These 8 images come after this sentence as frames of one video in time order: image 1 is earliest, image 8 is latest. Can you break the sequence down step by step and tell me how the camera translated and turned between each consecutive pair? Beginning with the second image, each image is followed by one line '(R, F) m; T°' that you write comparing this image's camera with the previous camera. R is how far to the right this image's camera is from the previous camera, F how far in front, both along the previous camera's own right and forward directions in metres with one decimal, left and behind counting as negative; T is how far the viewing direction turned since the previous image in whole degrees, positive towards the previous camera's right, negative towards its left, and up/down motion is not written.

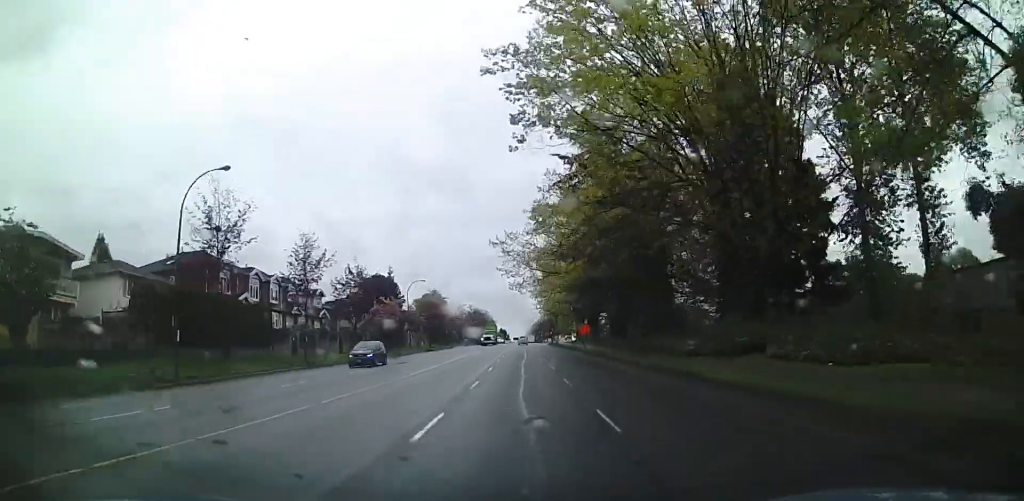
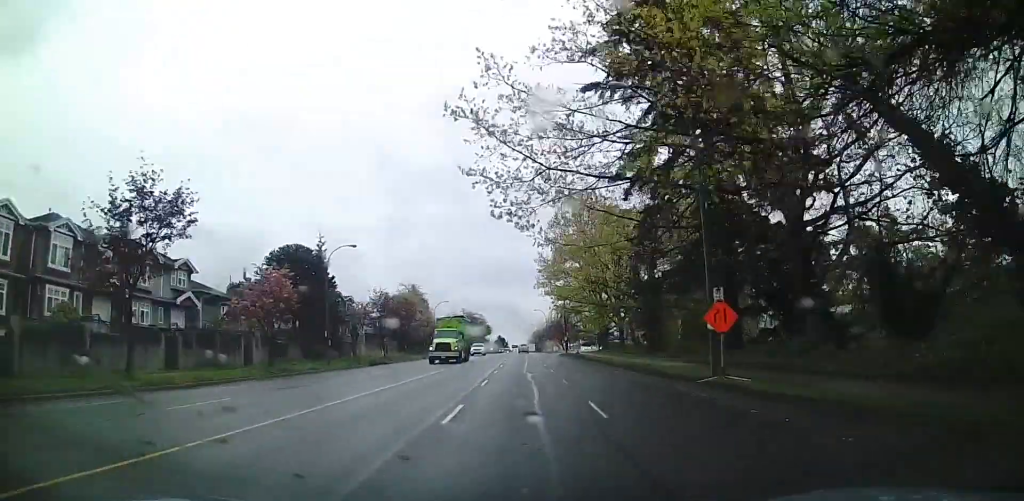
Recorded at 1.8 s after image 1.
(+0.9, +35.0) m; +3°
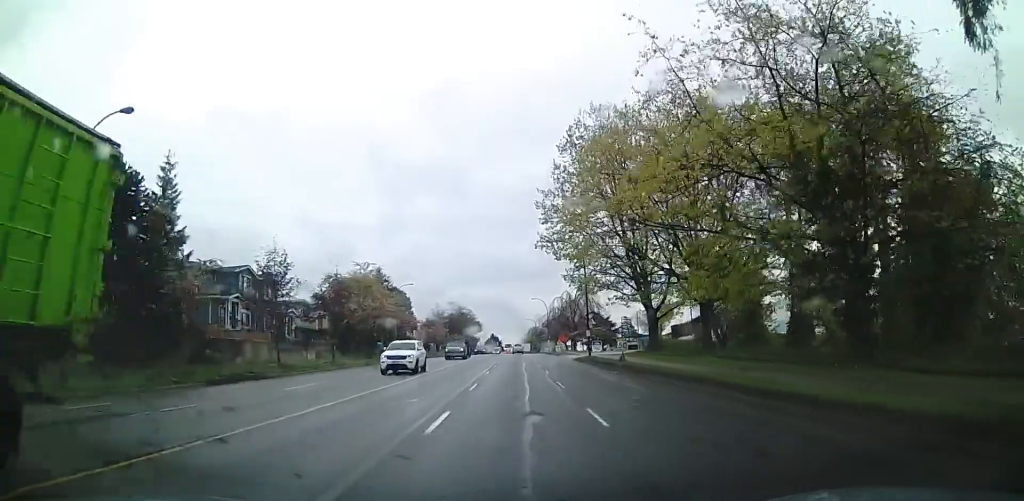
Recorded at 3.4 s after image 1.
(-0.3, +29.2) m; -2°
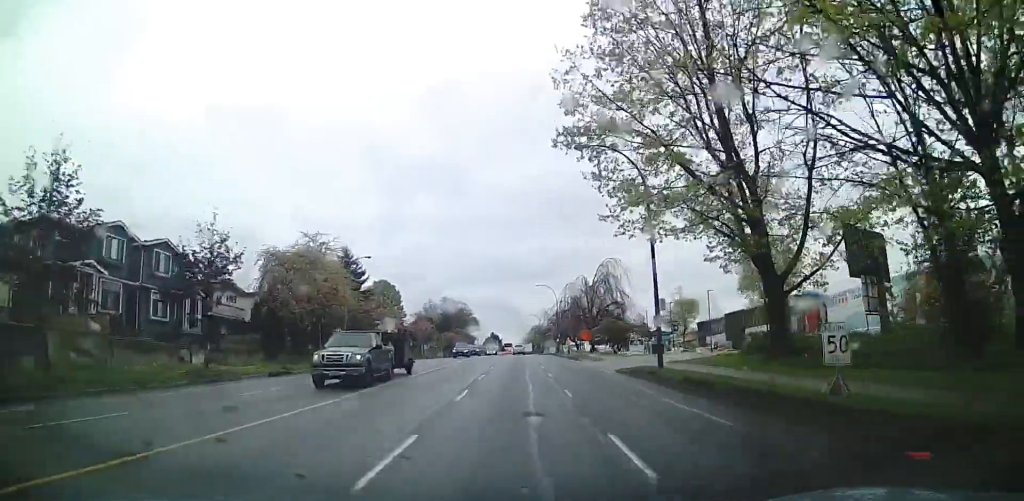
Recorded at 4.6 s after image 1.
(+0.3, +22.2) m; +2°
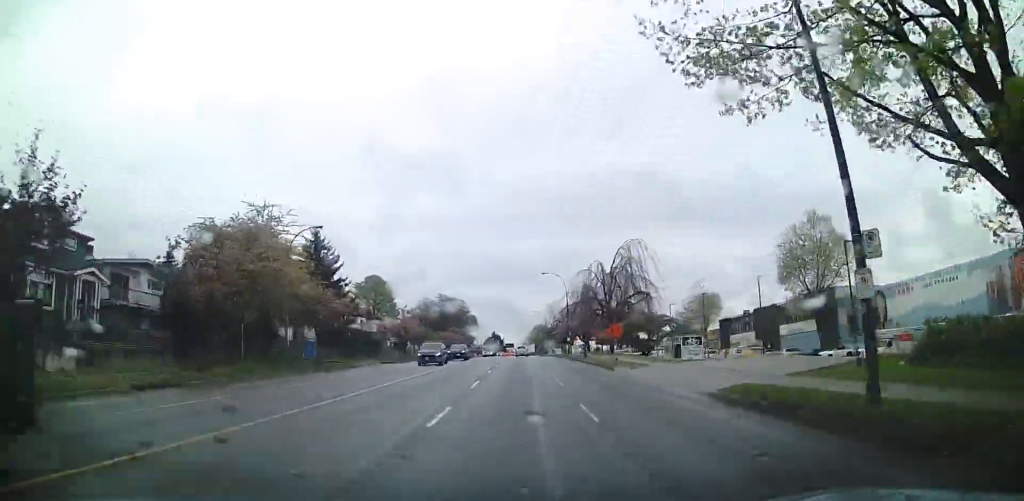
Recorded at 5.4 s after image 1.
(+0.4, +14.1) m; 0°
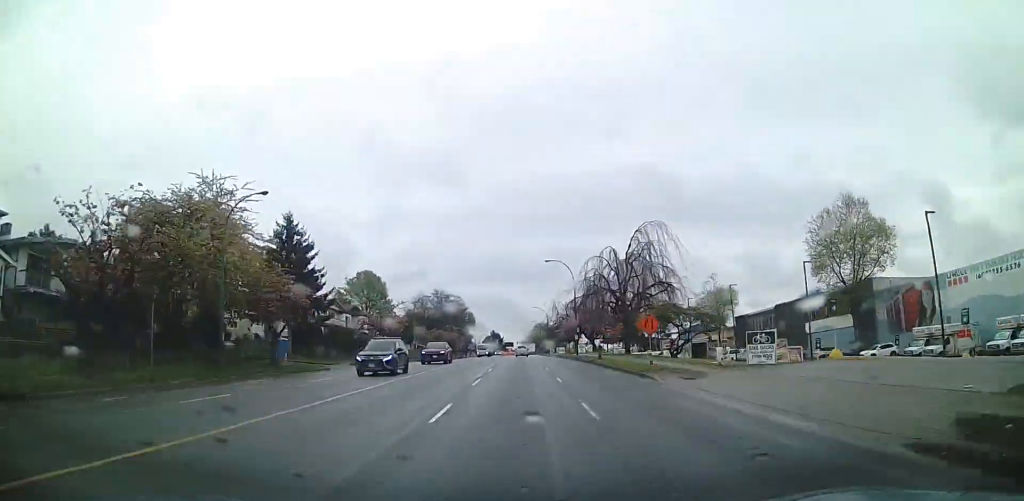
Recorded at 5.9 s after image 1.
(-0.2, +9.1) m; -1°
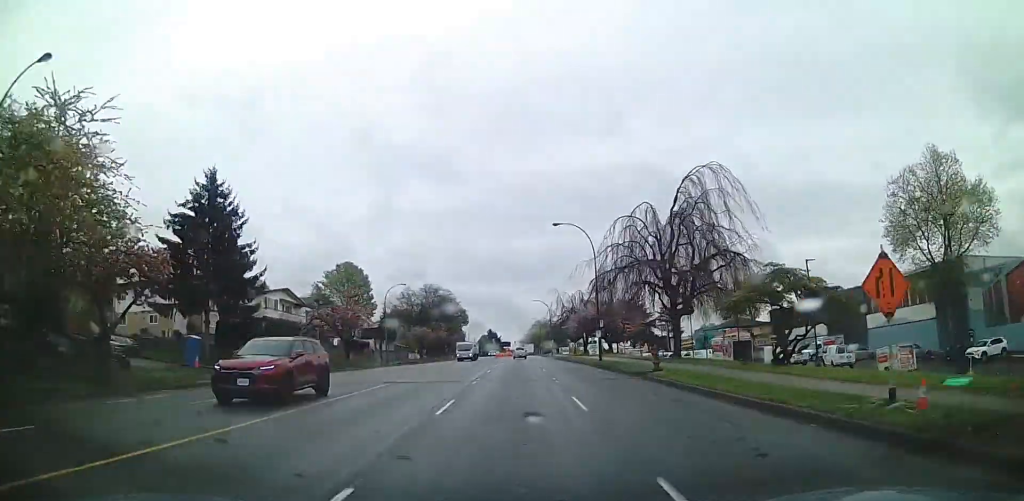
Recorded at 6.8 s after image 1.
(-0.3, +17.5) m; 0°
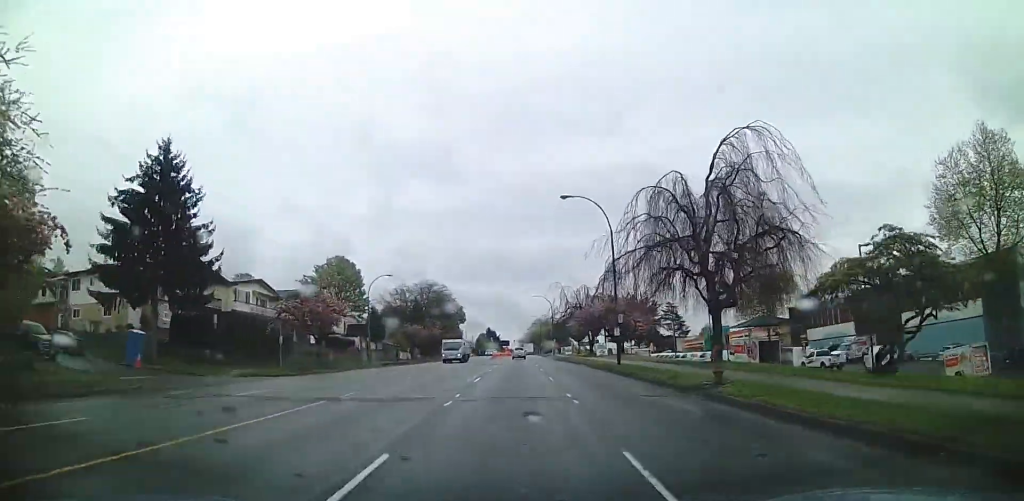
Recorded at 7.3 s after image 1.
(-0.1, +7.8) m; +1°
